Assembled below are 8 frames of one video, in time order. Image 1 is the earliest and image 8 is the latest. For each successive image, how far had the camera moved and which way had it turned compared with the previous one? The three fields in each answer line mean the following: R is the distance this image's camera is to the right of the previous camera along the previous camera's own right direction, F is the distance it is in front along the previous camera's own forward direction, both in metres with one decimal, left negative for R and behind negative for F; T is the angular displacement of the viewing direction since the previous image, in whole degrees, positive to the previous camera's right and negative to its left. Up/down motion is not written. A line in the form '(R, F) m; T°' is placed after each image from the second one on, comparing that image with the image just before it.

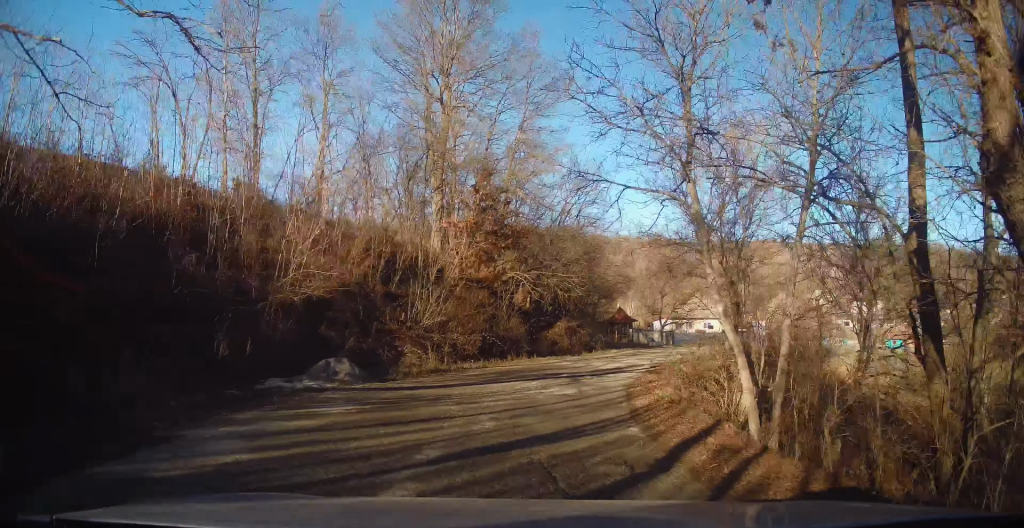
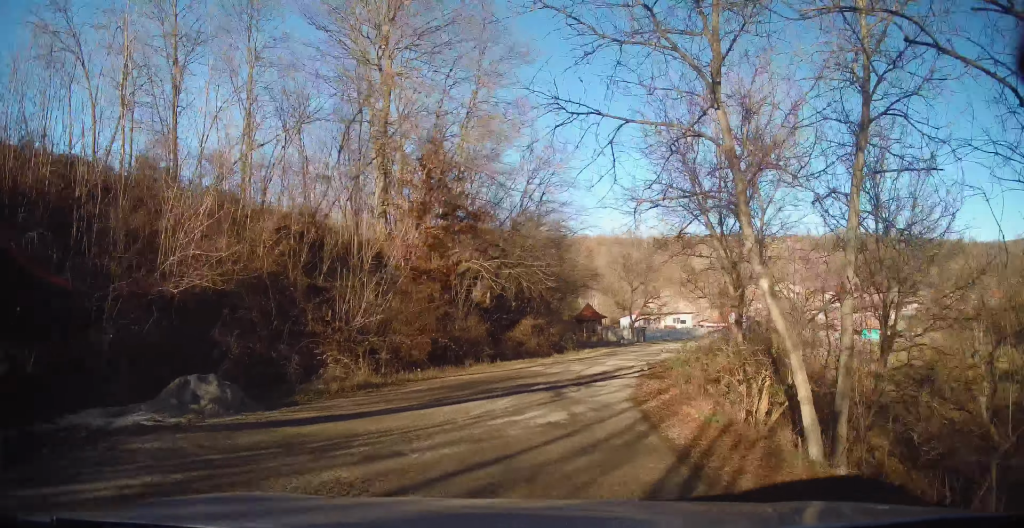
(+0.2, +4.6) m; +3°
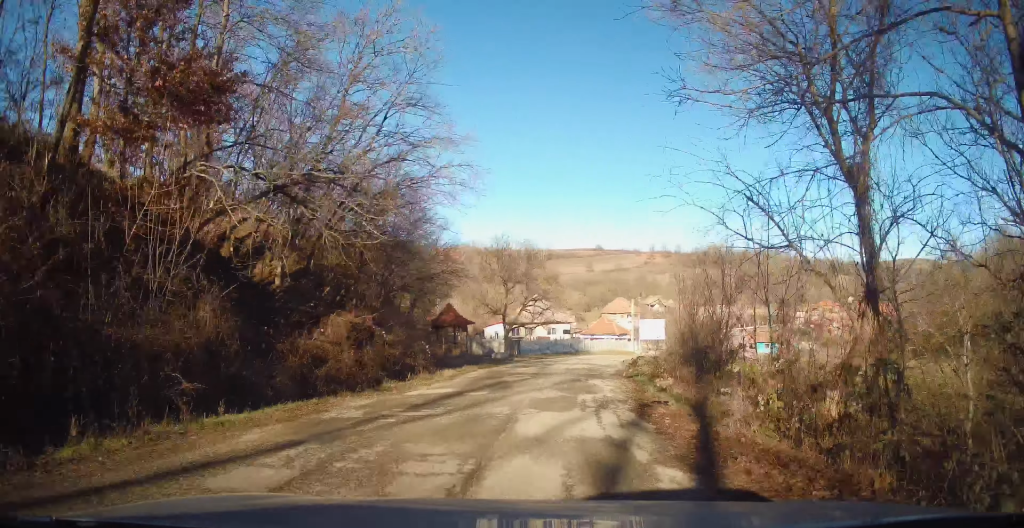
(+1.1, +14.2) m; +11°
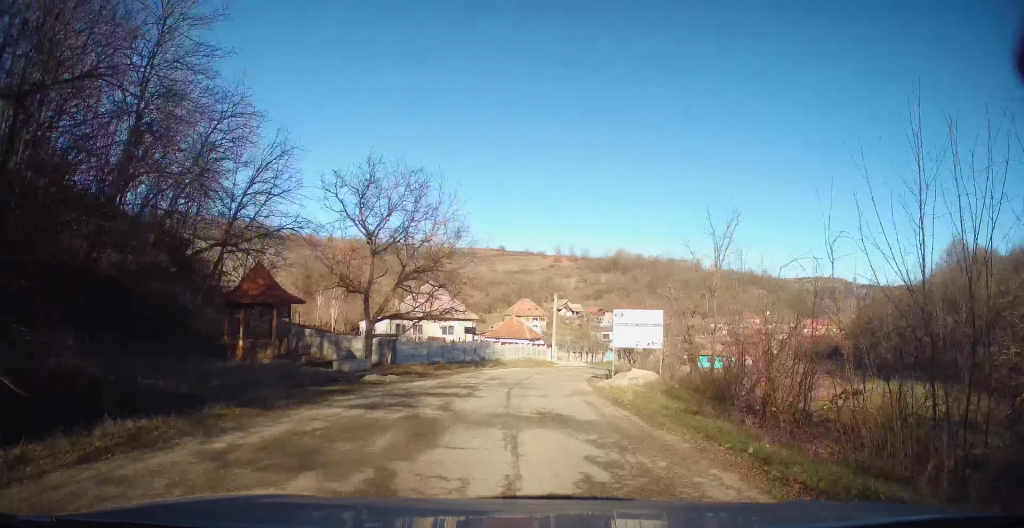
(+2.9, +18.9) m; +14°
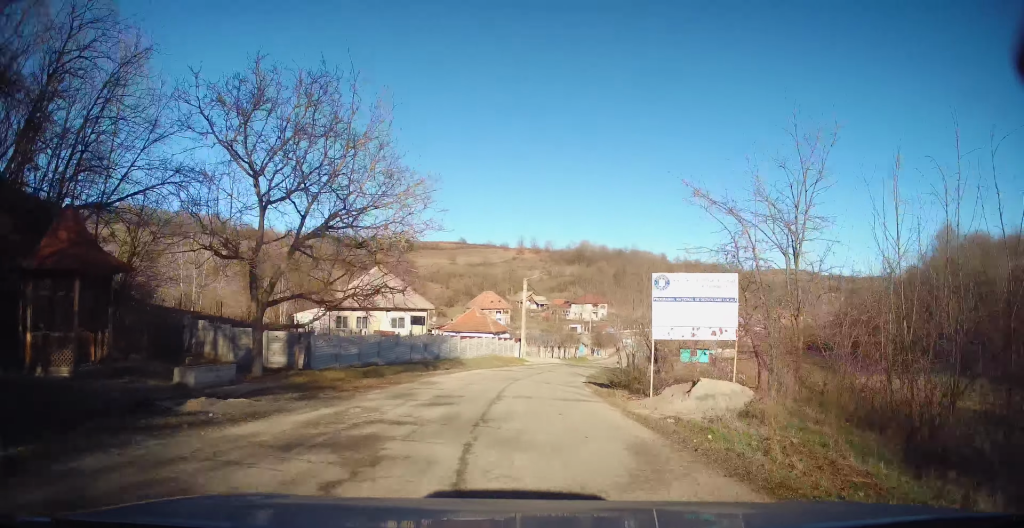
(+0.3, +9.6) m; +3°
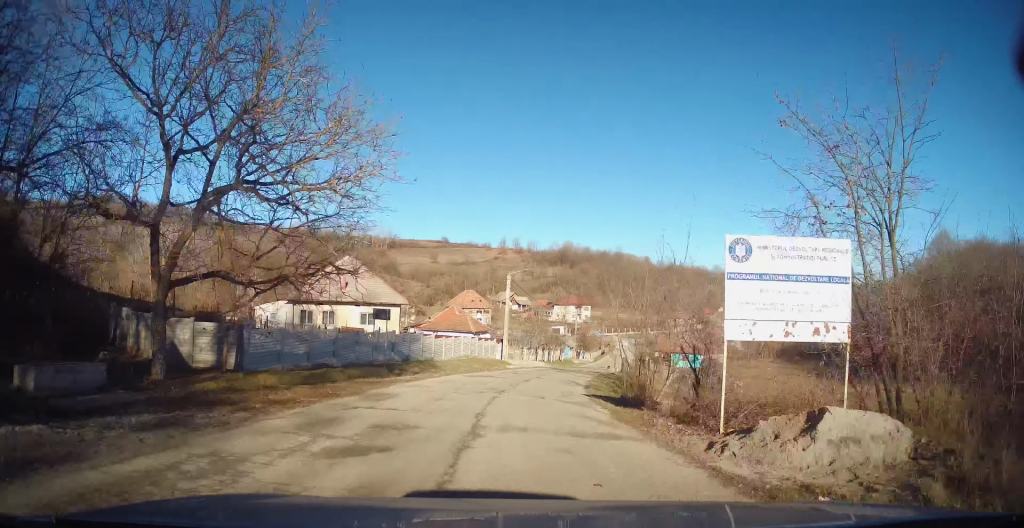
(+0.1, +4.9) m; +2°
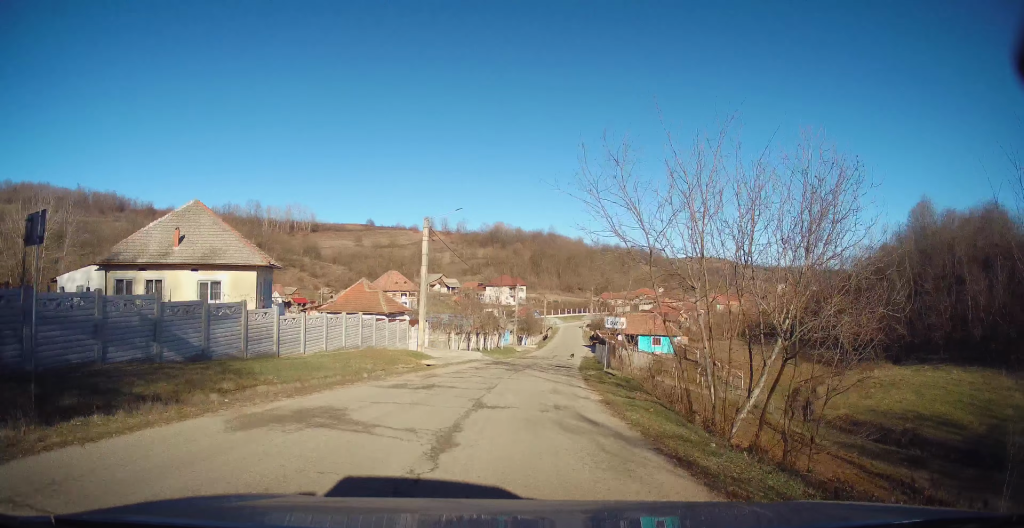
(+1.2, +17.1) m; +9°
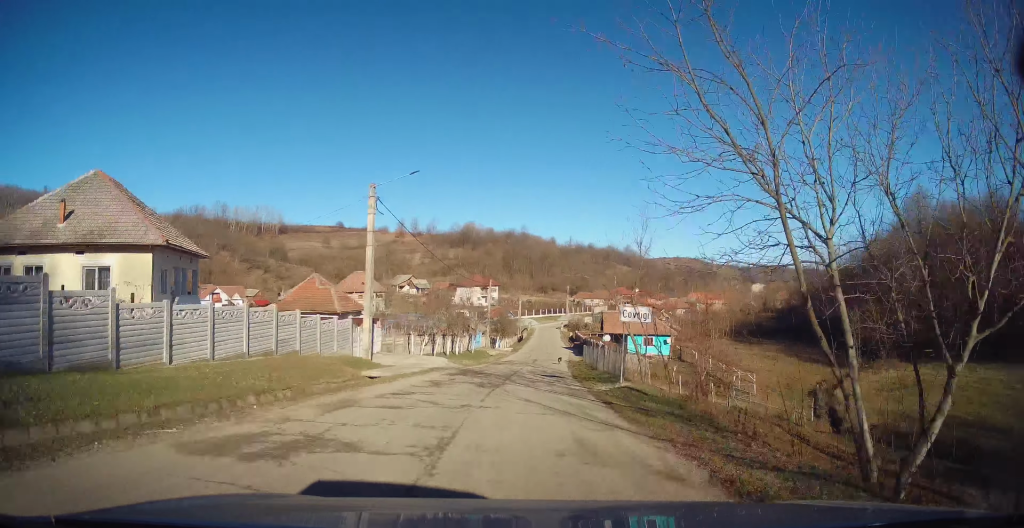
(+0.3, +7.6) m; +3°
